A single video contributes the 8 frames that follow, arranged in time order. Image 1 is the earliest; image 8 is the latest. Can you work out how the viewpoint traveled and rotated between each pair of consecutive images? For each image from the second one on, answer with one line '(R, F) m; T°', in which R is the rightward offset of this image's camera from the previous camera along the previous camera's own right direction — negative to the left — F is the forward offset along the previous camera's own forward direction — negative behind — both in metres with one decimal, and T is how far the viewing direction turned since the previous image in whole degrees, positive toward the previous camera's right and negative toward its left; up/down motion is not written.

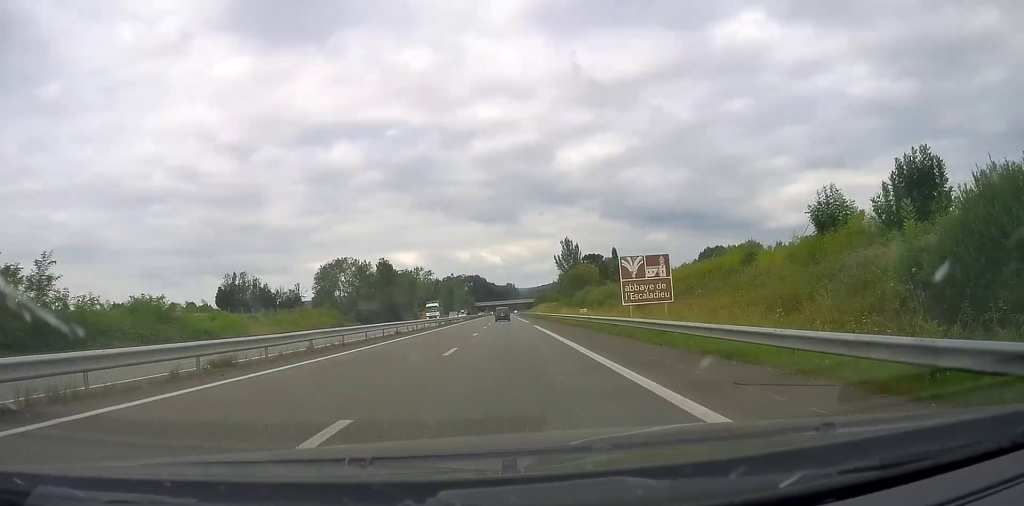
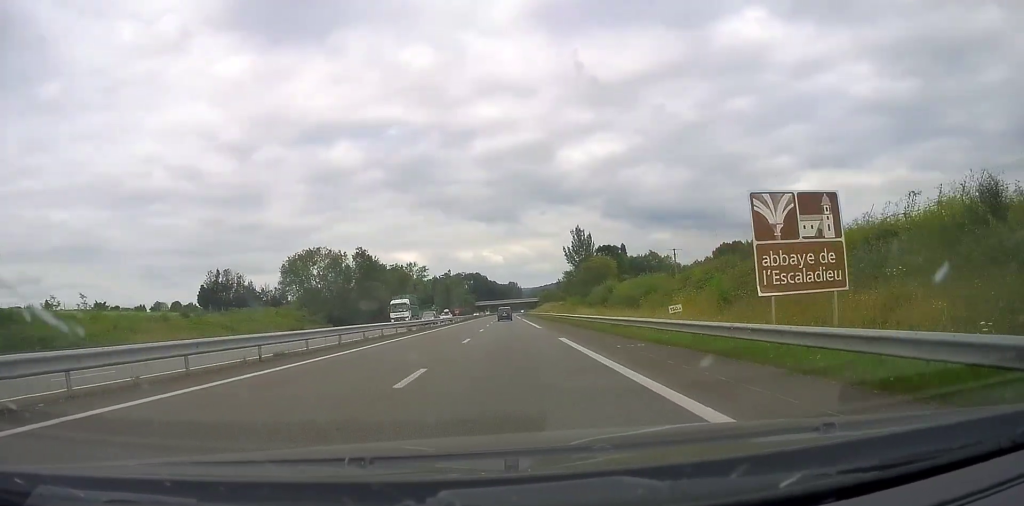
(0.0, +20.1) m; -1°
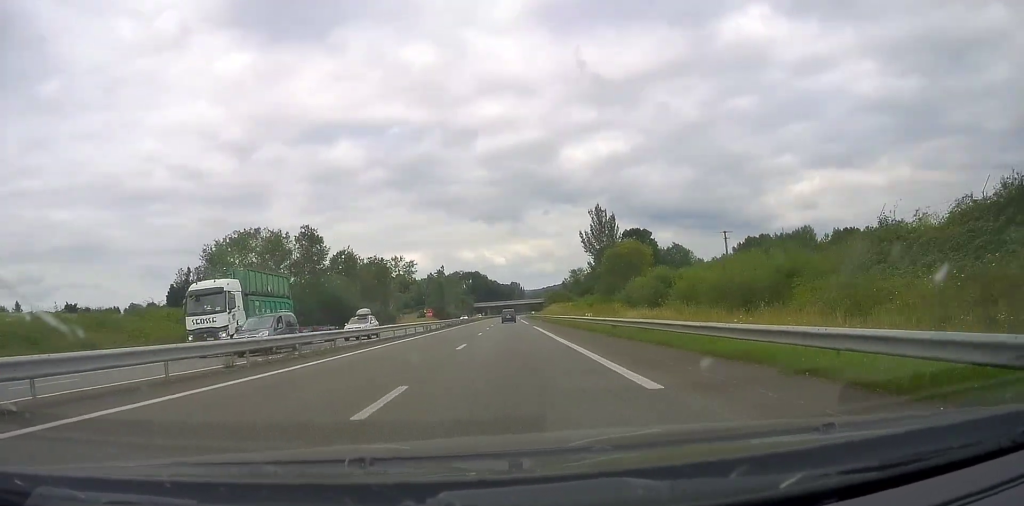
(-0.3, +28.3) m; -1°
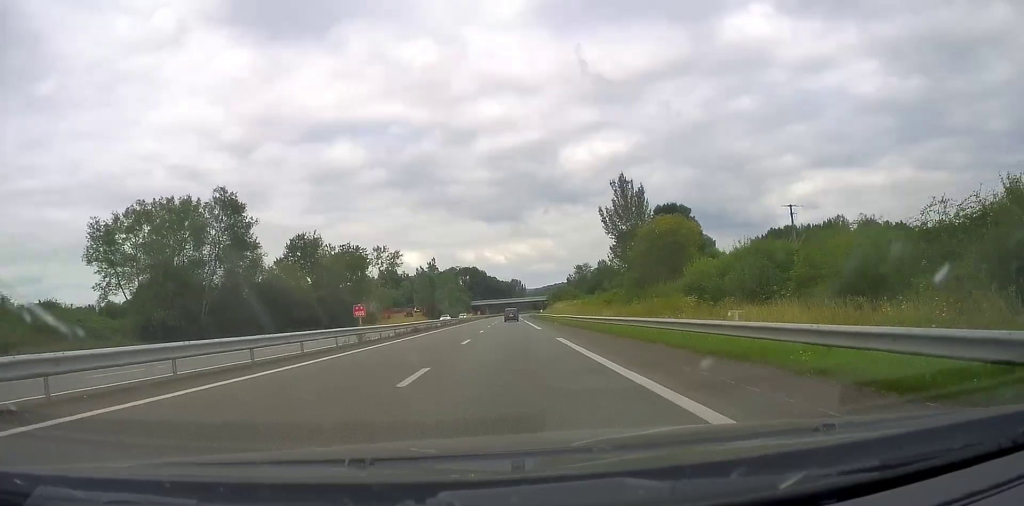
(0.0, +23.2) m; 0°
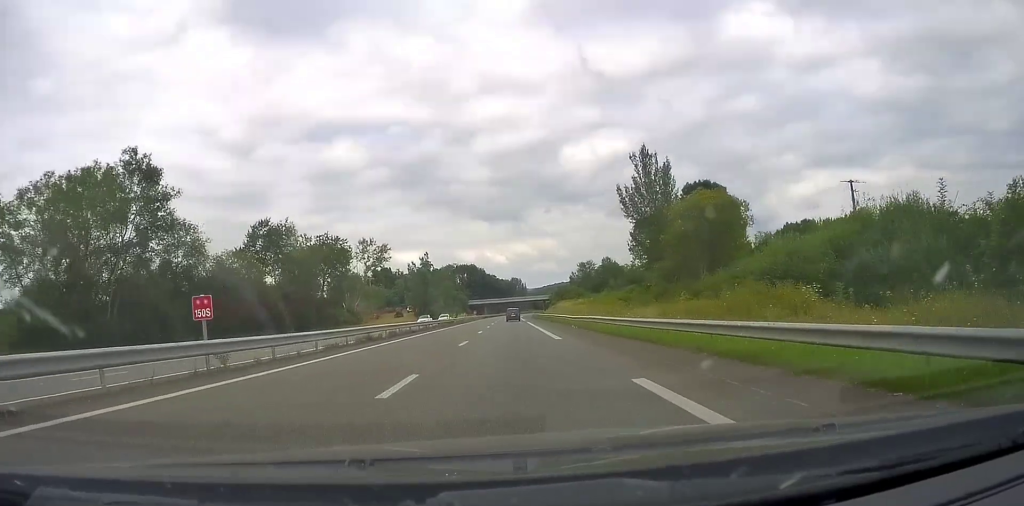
(0.0, +14.3) m; 0°
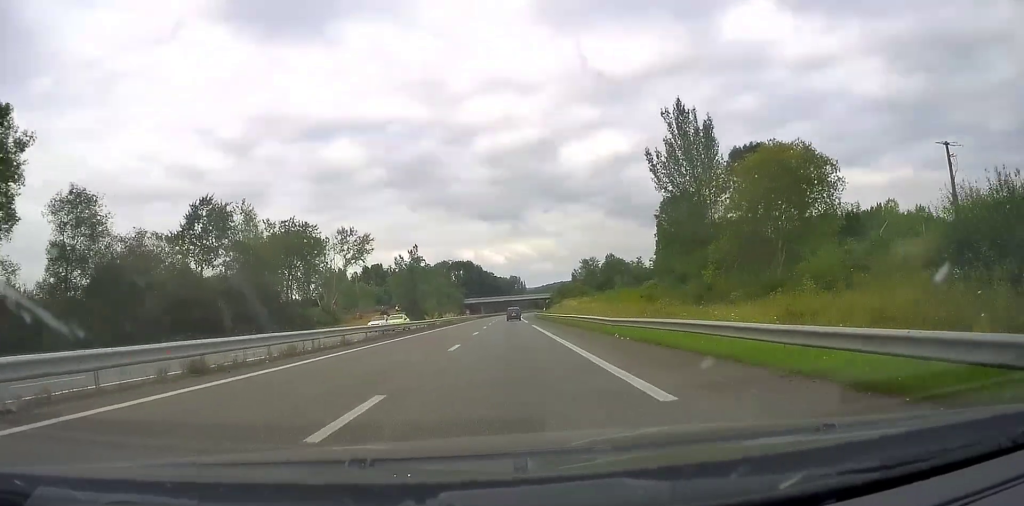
(+0.1, +15.9) m; 0°
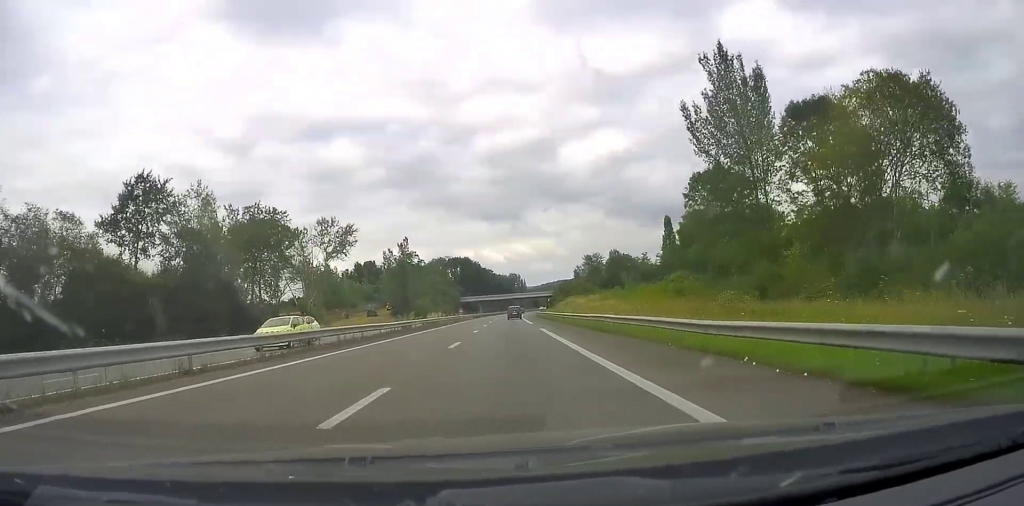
(-0.1, +12.4) m; 0°
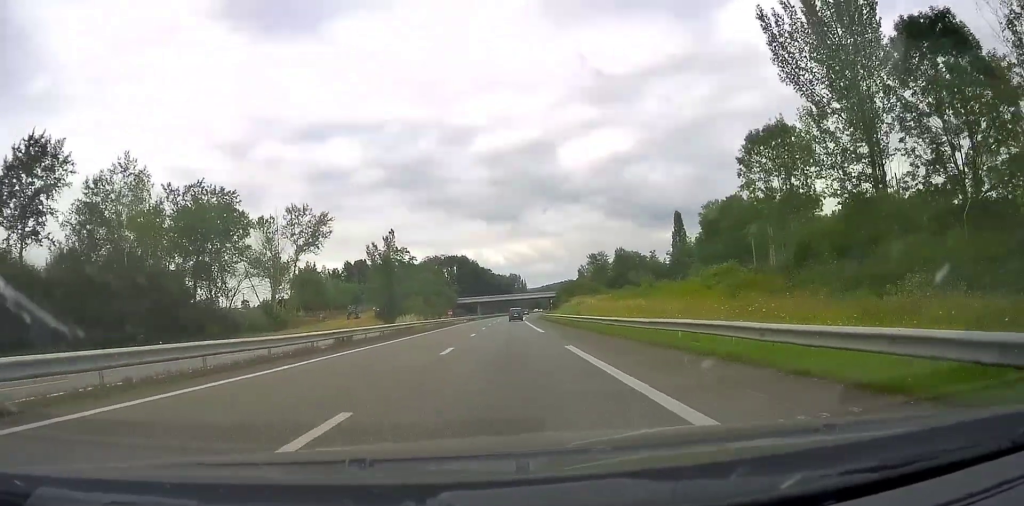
(-0.3, +15.0) m; 0°
